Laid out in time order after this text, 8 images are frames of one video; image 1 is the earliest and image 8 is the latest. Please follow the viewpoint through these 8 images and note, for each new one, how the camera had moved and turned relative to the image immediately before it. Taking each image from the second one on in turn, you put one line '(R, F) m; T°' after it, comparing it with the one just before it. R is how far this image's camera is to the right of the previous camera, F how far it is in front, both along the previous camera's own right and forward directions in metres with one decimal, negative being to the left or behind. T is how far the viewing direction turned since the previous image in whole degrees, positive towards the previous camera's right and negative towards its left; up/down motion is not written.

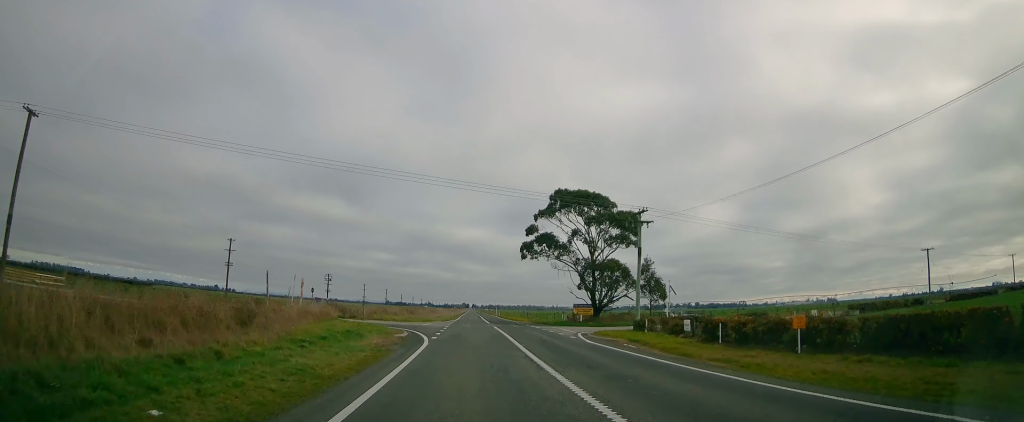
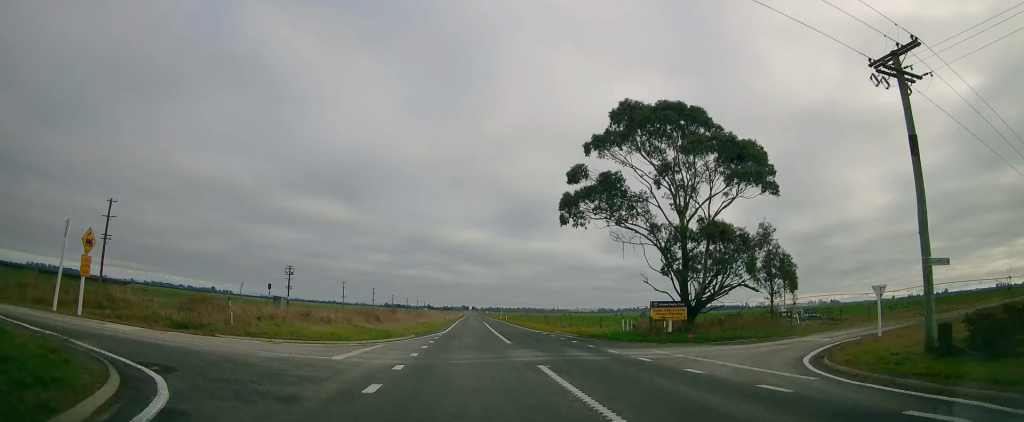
(+0.3, +28.4) m; 0°
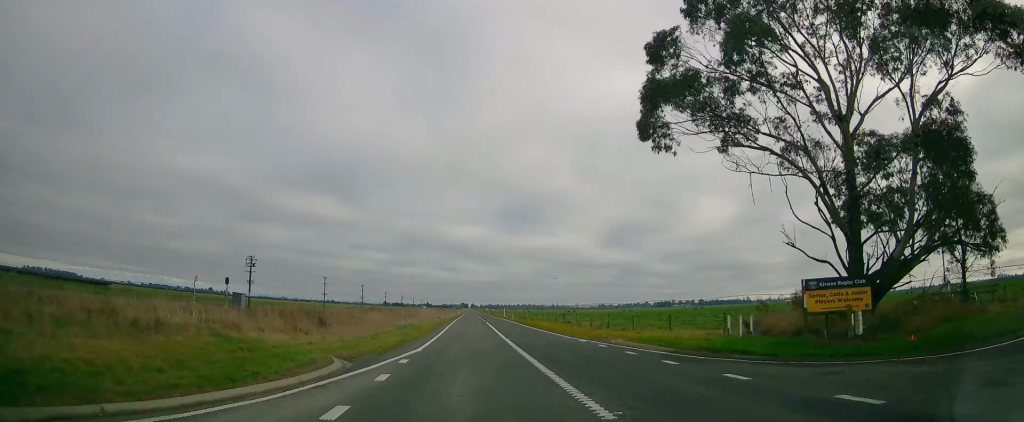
(0.0, +18.3) m; -1°
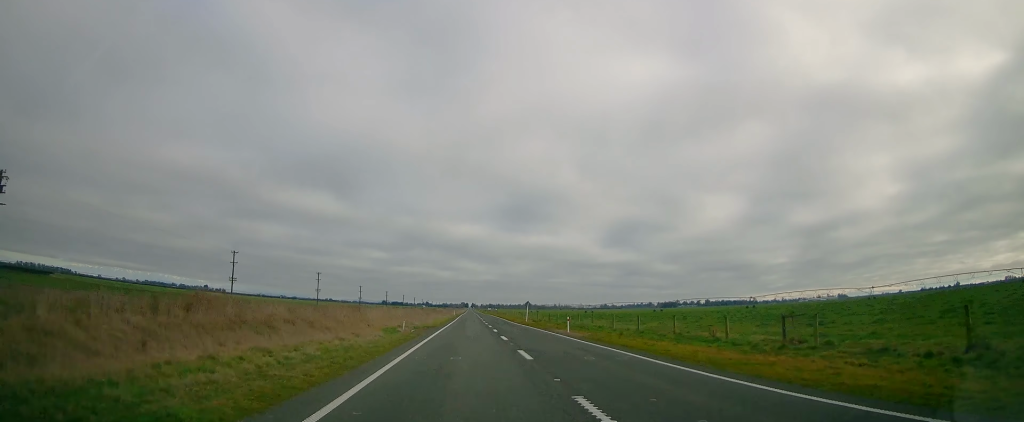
(-1.0, +51.5) m; 0°
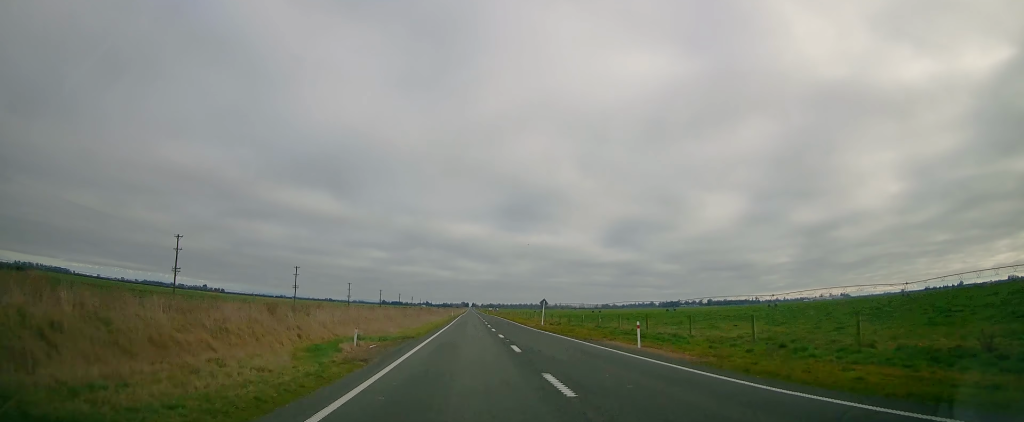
(+0.4, +16.5) m; +1°
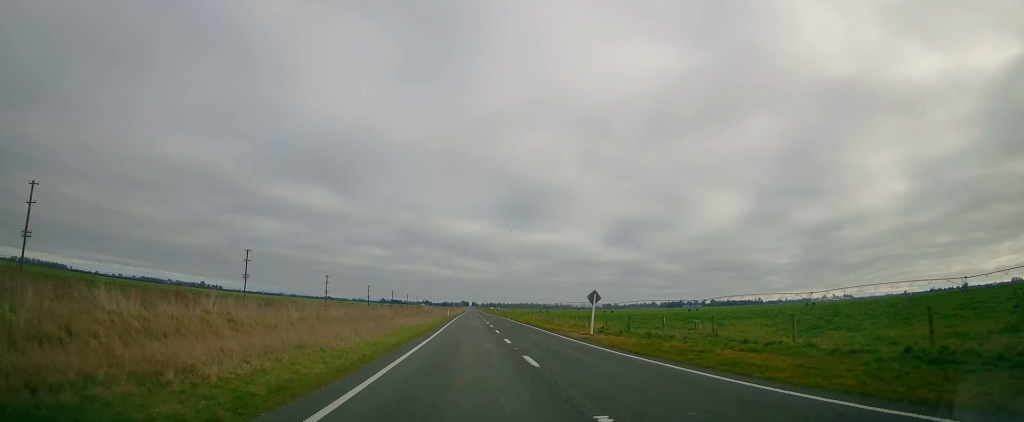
(+0.2, +24.8) m; 0°
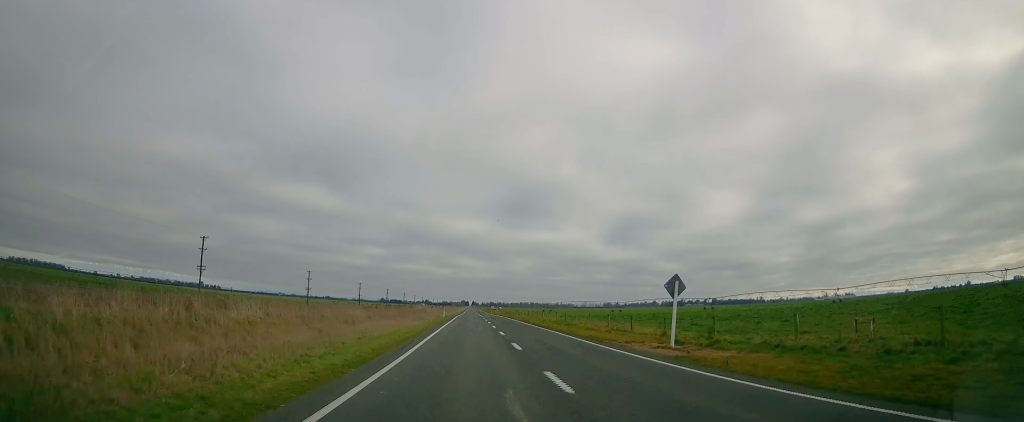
(0.0, +14.7) m; 0°
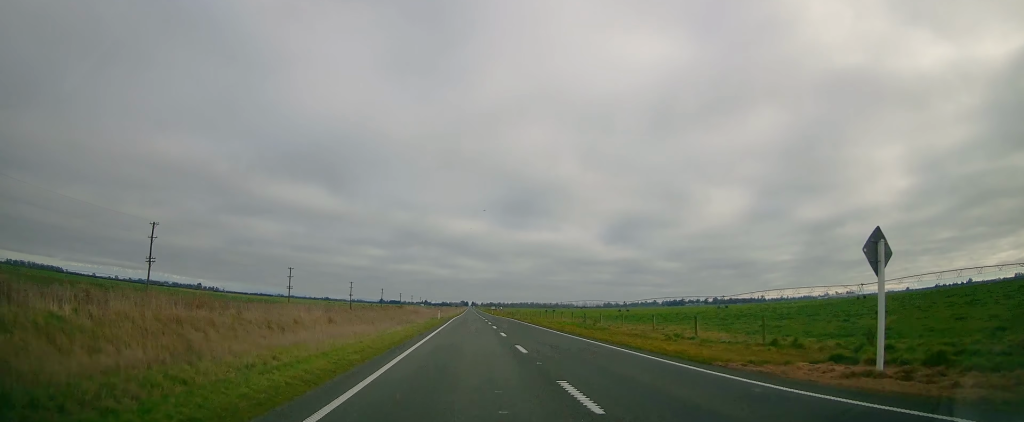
(+0.1, +12.0) m; -1°
